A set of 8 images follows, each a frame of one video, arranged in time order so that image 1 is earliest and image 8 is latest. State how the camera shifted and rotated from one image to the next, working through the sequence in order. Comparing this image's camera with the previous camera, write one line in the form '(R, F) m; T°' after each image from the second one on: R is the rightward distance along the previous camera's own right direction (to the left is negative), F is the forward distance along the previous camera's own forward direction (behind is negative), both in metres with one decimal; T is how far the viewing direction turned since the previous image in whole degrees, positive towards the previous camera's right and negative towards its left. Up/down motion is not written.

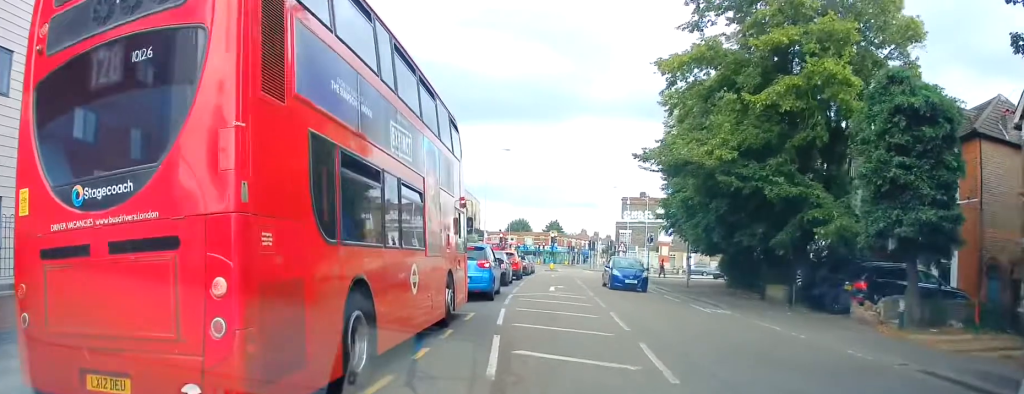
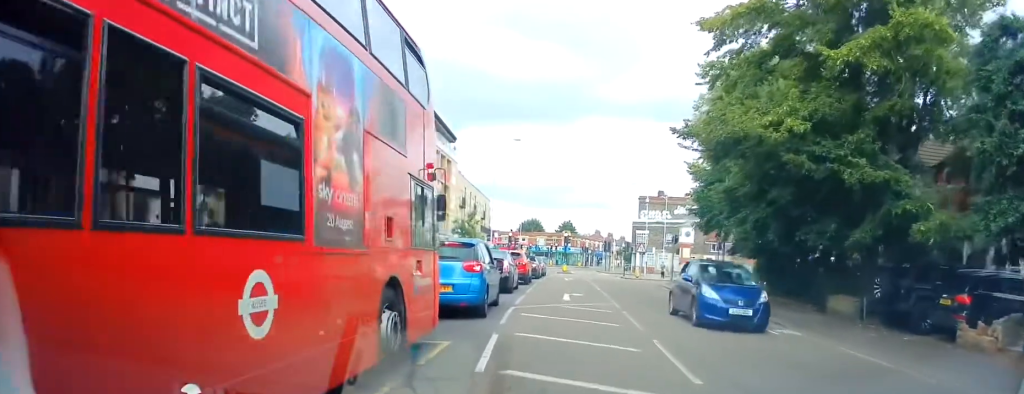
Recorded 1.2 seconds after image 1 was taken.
(-0.5, +4.5) m; +3°
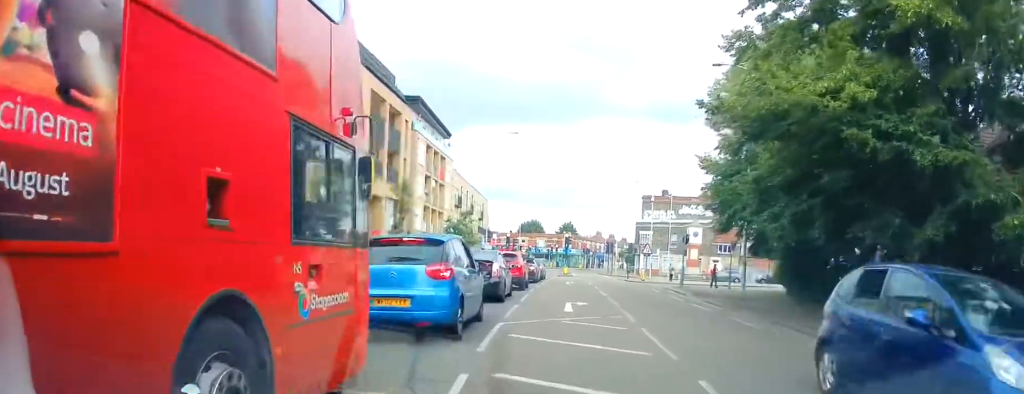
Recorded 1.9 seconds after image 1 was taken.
(+0.5, +3.3) m; +2°
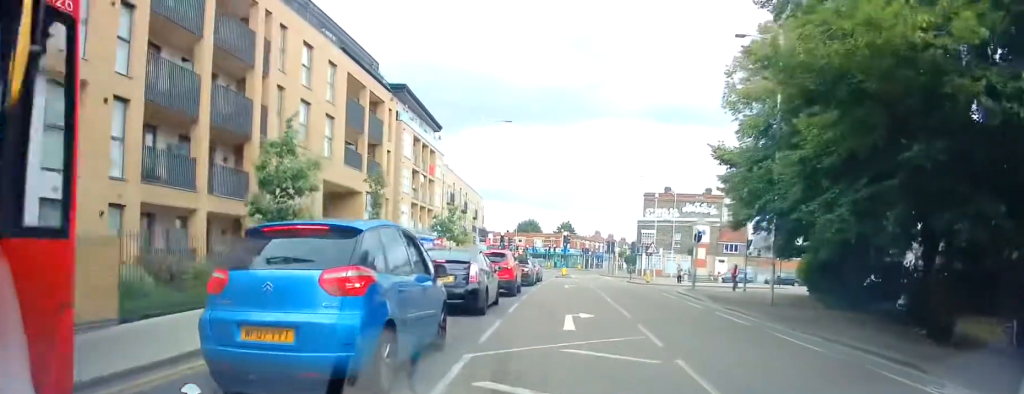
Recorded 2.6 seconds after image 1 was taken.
(0.0, +3.6) m; +1°
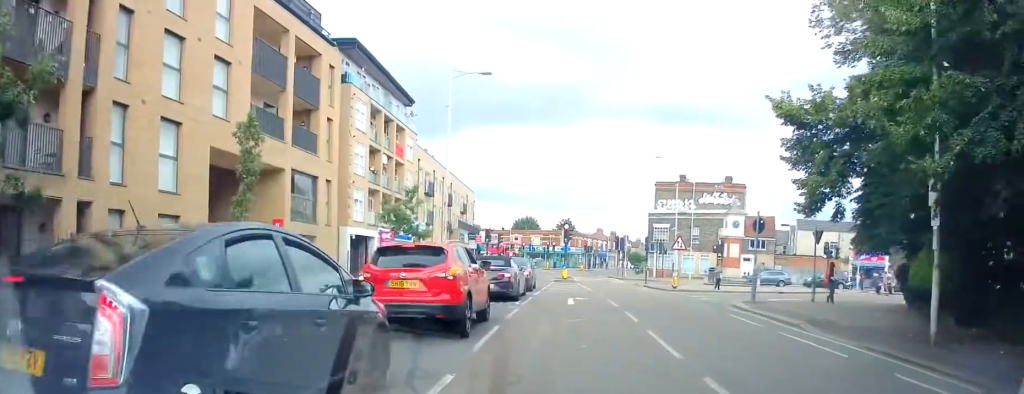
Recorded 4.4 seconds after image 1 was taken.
(+0.4, +10.1) m; +4°
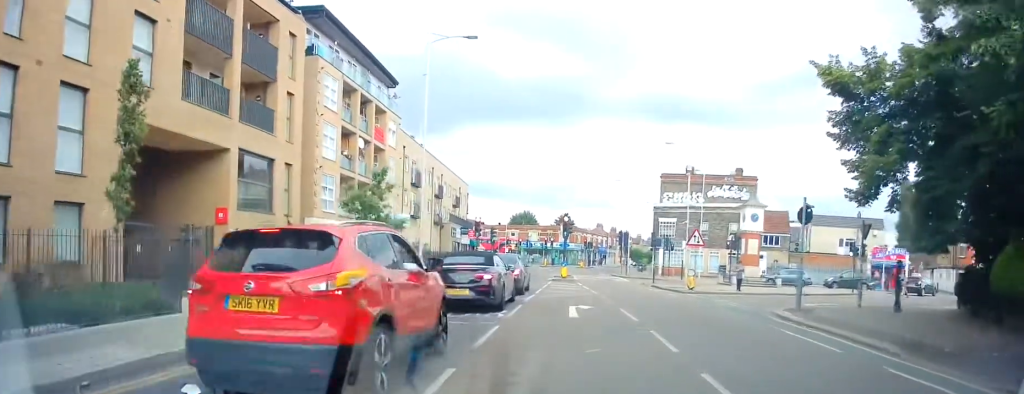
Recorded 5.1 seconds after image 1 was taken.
(-0.4, +4.7) m; +4°
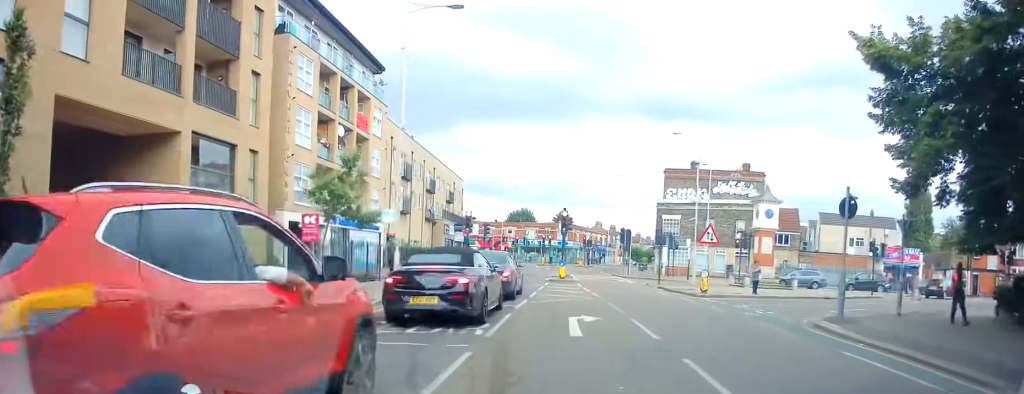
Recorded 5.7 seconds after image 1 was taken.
(+0.4, +3.0) m; +2°
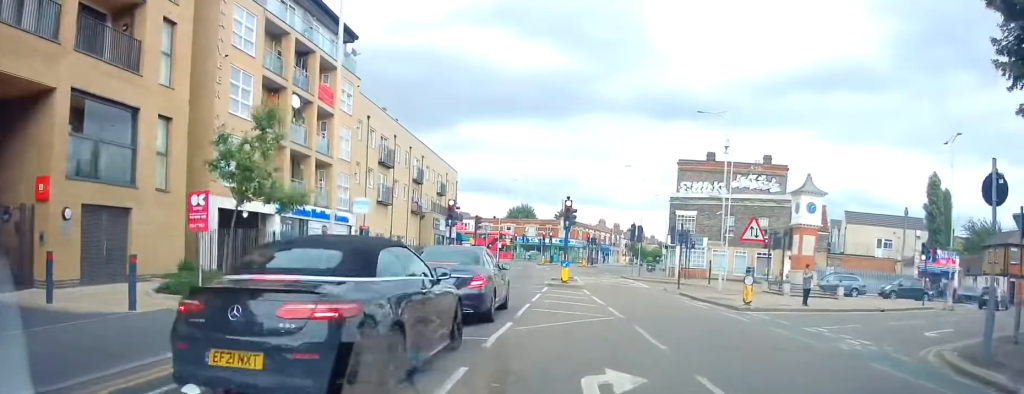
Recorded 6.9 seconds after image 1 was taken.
(+0.1, +6.0) m; -4°
